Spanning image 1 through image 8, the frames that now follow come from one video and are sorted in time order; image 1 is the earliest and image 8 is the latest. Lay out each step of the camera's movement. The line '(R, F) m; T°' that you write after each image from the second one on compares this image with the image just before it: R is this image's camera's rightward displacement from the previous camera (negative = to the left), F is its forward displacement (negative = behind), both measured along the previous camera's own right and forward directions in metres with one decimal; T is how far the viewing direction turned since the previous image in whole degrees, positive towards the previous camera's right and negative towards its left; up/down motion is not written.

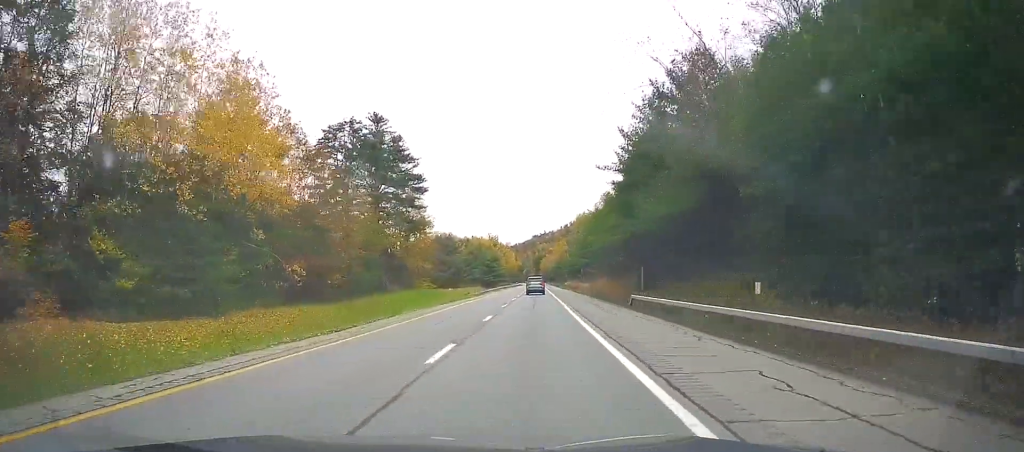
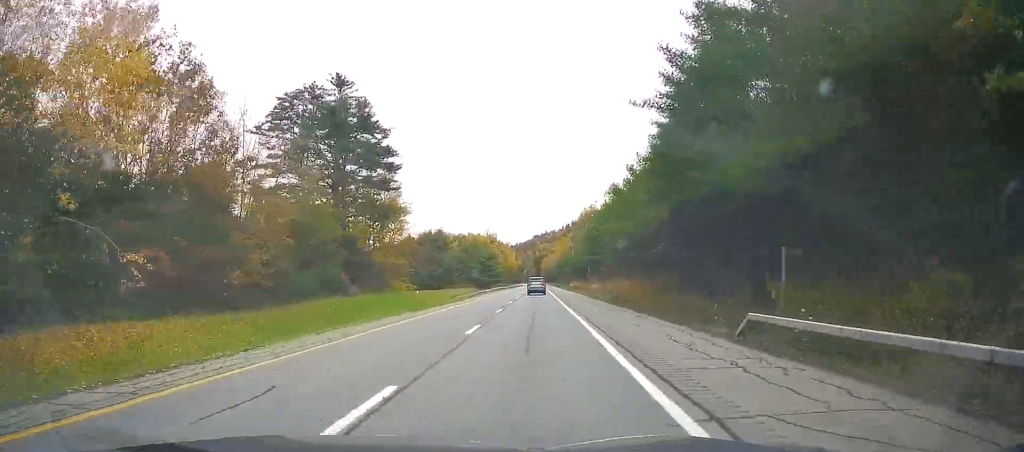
(+0.1, +17.9) m; -1°
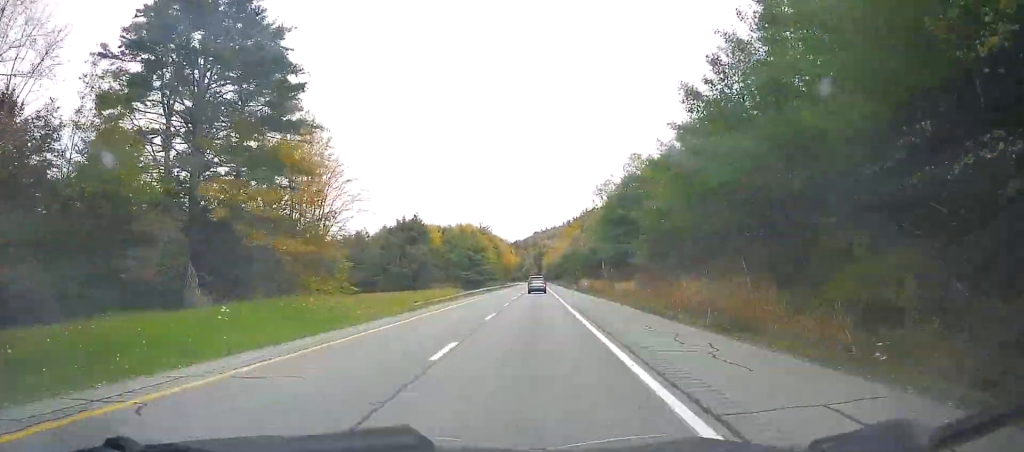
(-0.2, +30.3) m; -1°
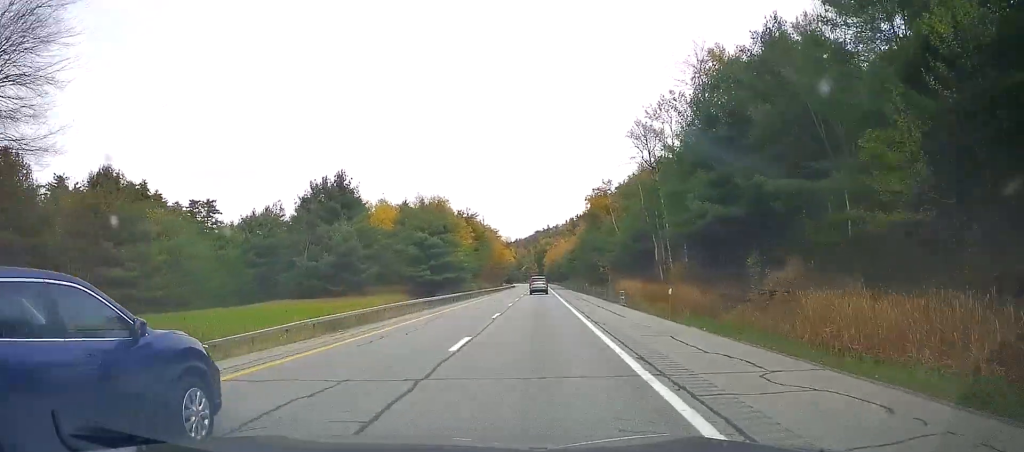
(+0.3, +47.3) m; +1°
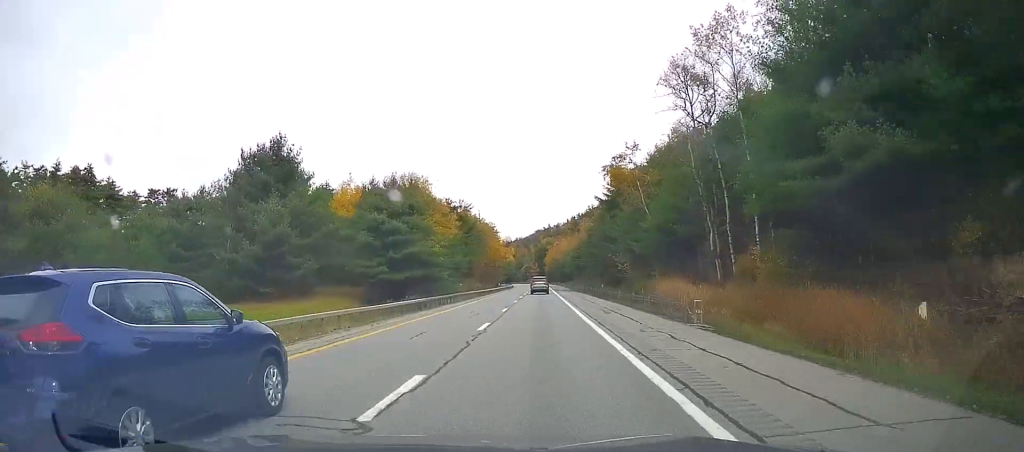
(-0.1, +18.9) m; 0°
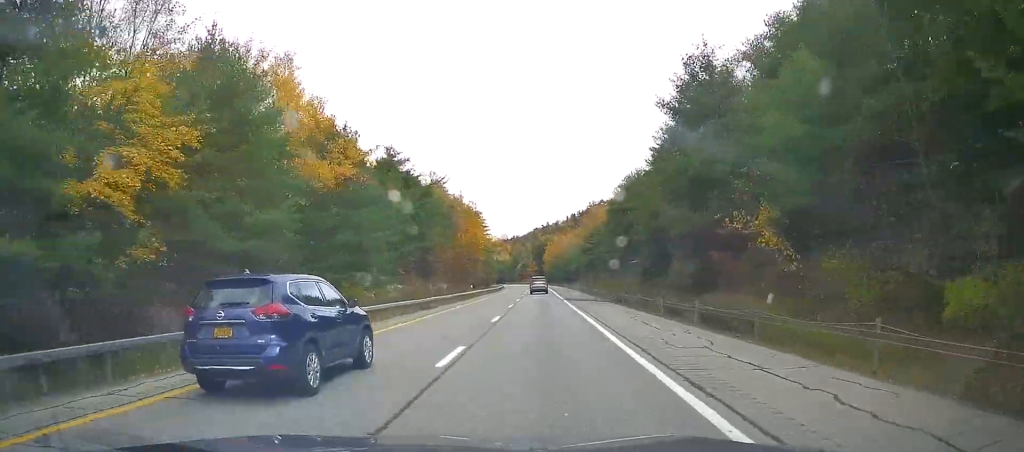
(-0.2, +44.5) m; 0°
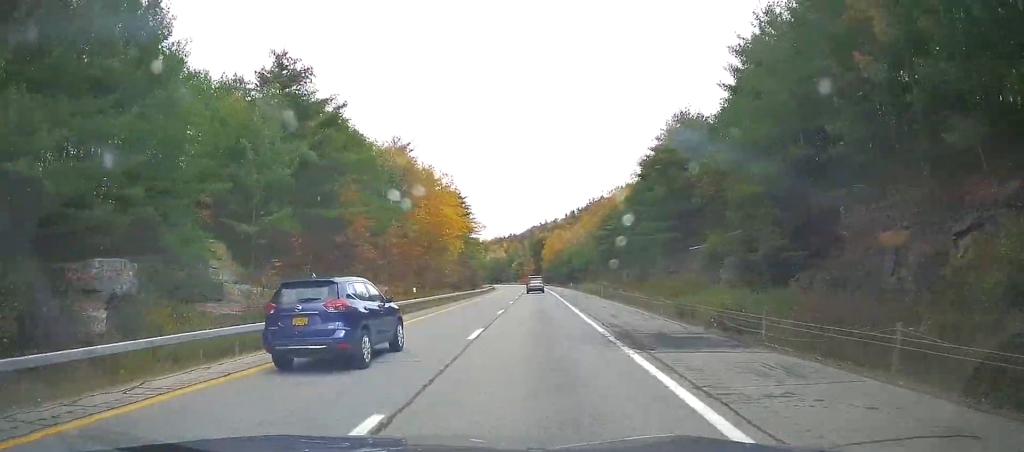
(0.0, +31.2) m; 0°
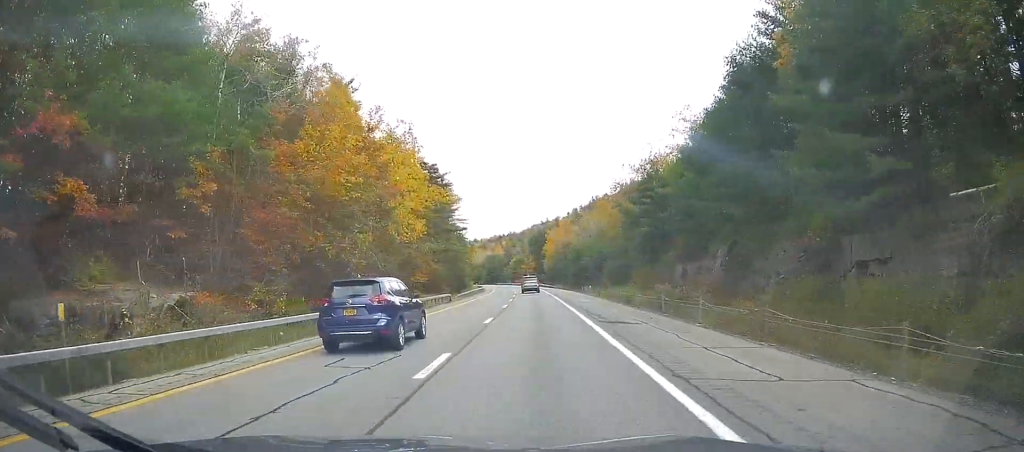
(-0.2, +30.9) m; 0°
